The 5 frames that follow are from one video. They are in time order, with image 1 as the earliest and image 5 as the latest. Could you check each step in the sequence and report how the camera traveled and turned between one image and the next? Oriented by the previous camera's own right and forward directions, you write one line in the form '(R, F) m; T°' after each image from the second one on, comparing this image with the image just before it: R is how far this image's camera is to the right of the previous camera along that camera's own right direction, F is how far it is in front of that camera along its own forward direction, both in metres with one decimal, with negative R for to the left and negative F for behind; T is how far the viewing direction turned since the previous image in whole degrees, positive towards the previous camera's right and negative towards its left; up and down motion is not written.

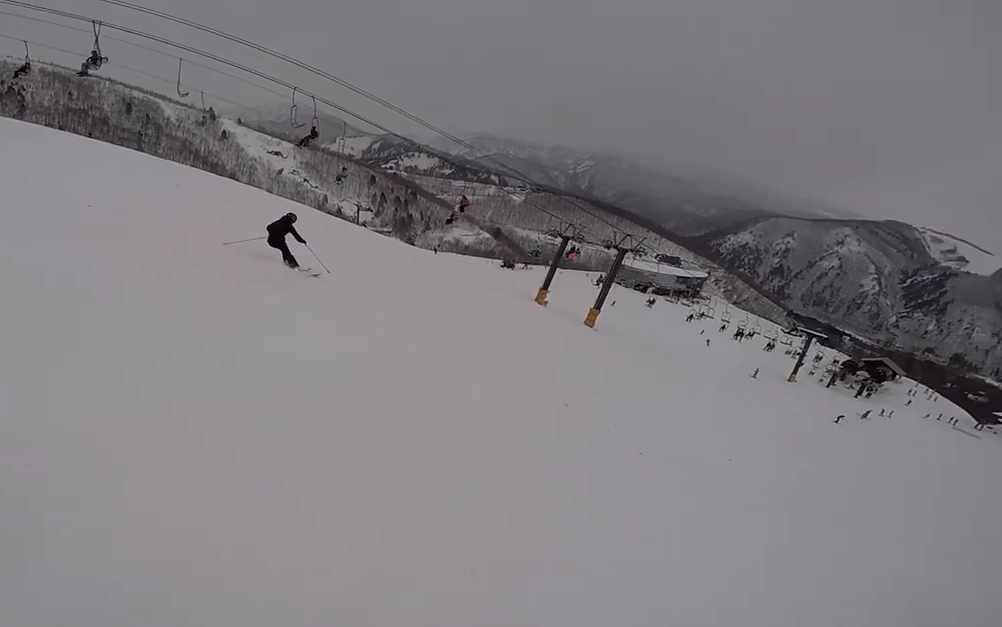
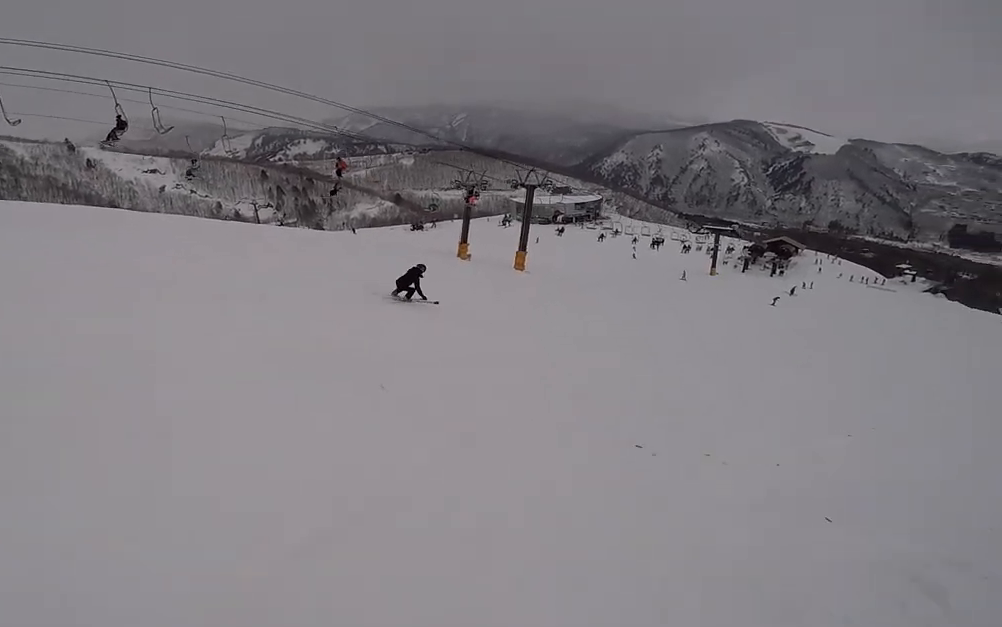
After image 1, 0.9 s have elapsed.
(-1.0, +3.8) m; +17°
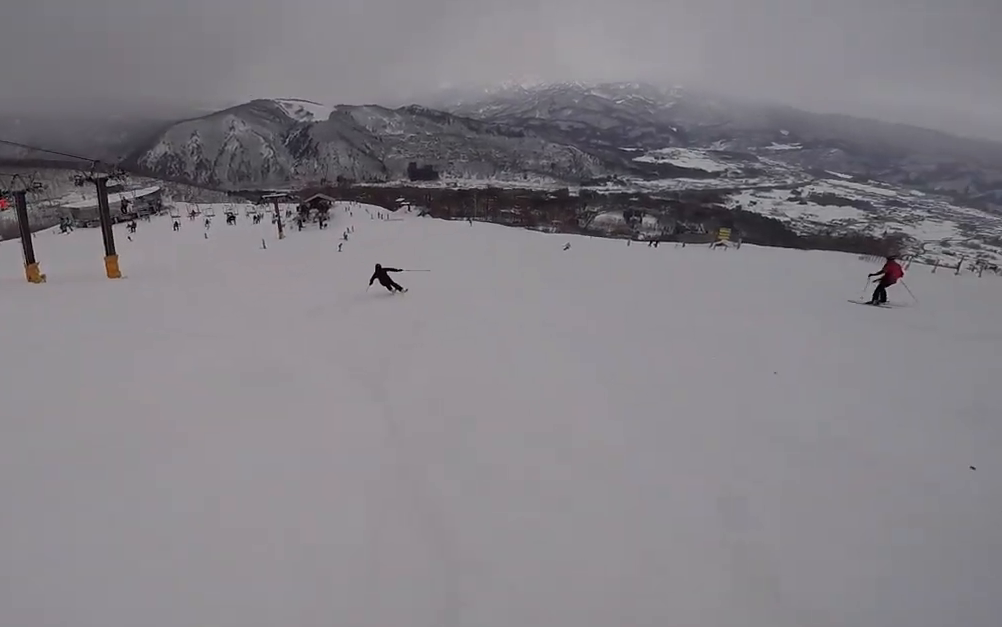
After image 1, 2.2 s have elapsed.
(+2.9, +4.4) m; +51°
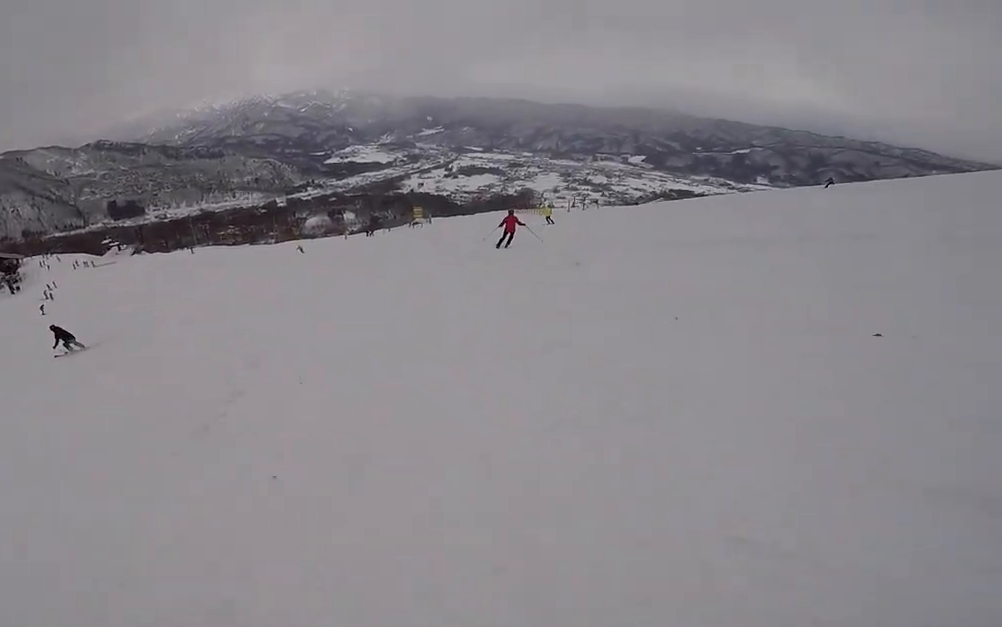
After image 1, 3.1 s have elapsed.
(+0.2, +3.9) m; +32°
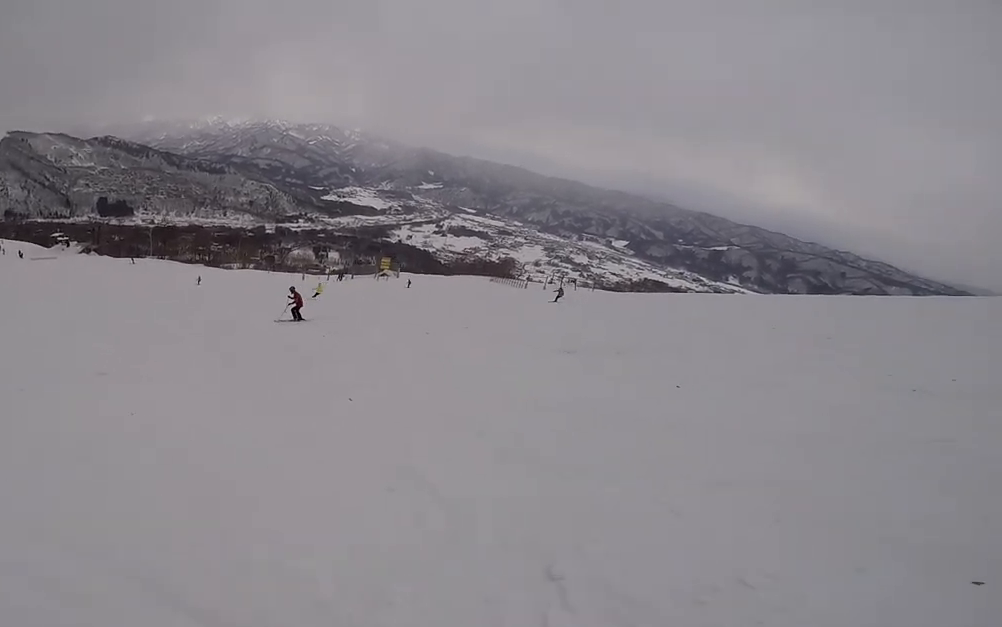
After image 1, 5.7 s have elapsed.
(+5.0, +8.6) m; +29°
